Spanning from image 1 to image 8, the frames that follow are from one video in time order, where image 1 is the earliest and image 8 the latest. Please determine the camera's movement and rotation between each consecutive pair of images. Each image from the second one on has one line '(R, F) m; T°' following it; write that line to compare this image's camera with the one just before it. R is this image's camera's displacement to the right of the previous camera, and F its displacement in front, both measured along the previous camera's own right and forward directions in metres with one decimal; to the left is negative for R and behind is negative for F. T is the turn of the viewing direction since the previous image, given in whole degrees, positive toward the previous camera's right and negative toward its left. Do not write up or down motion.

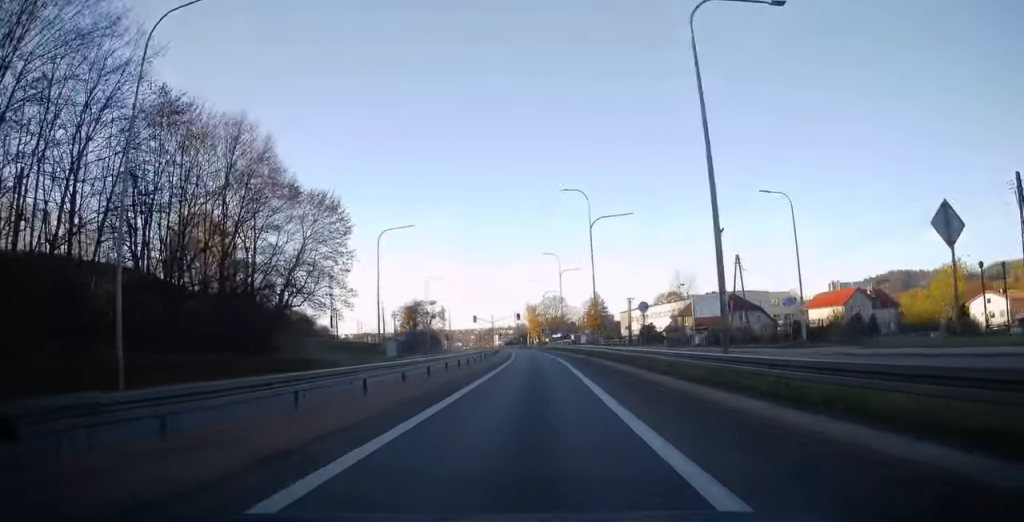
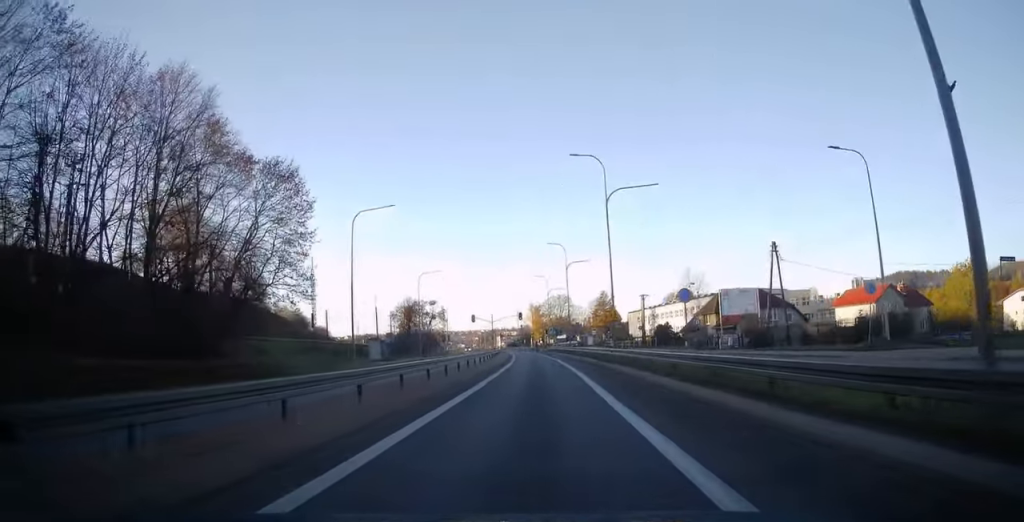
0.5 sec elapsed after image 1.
(+0.1, +9.0) m; -1°
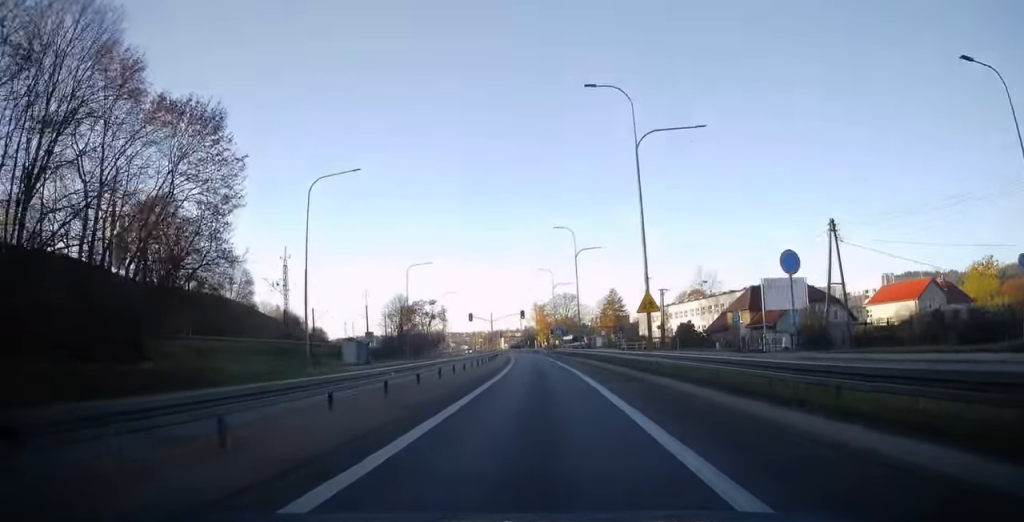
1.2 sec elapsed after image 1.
(-0.1, +10.4) m; -1°
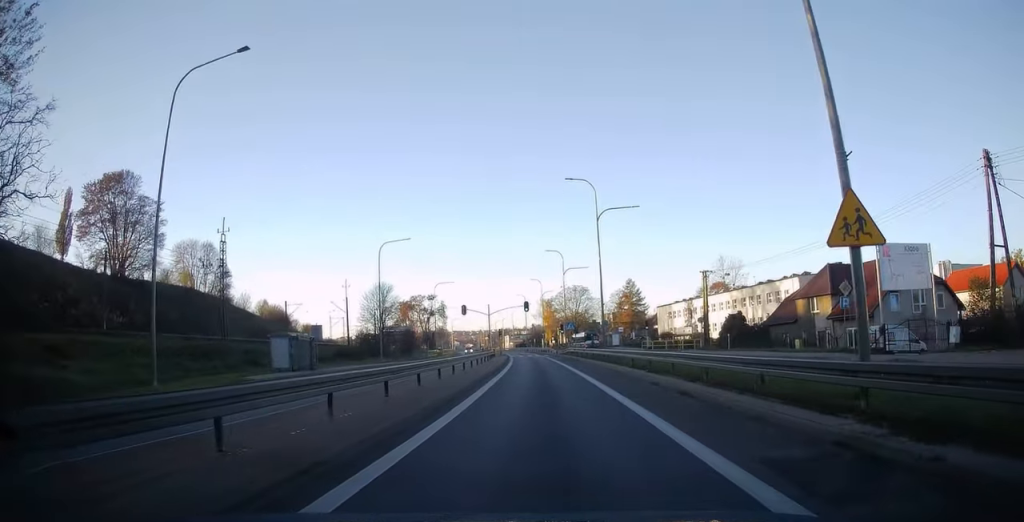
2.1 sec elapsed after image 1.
(-0.2, +16.6) m; 0°
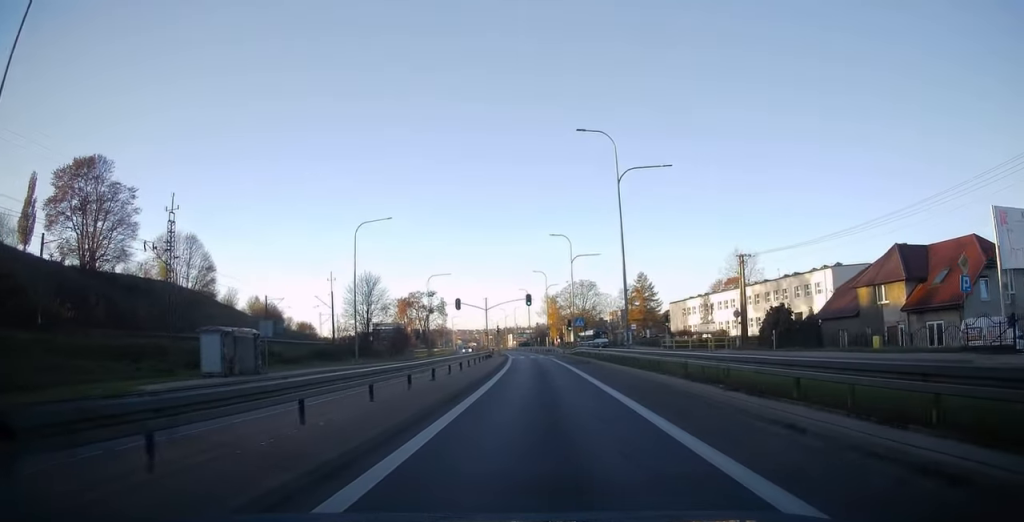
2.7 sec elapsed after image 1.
(+0.2, +9.5) m; 0°
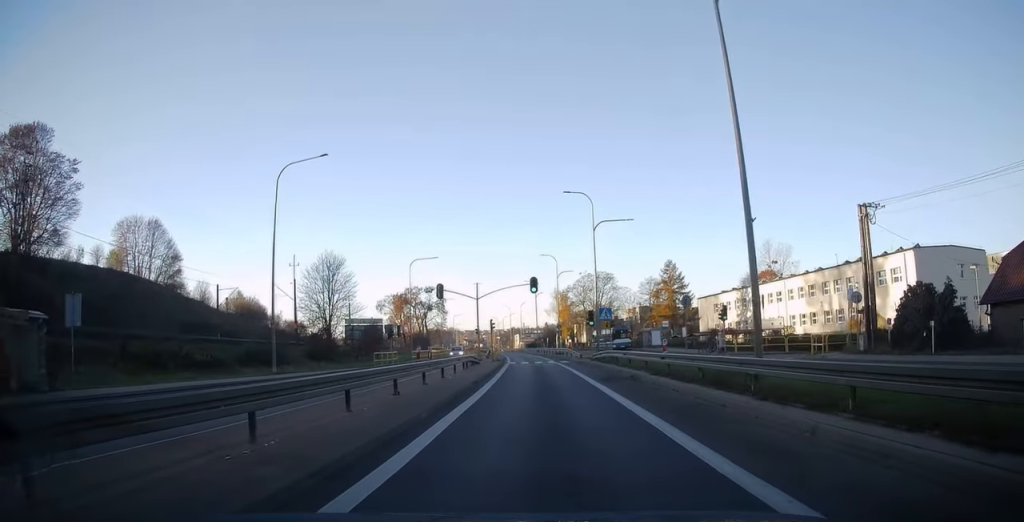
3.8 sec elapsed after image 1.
(-0.3, +17.9) m; -1°
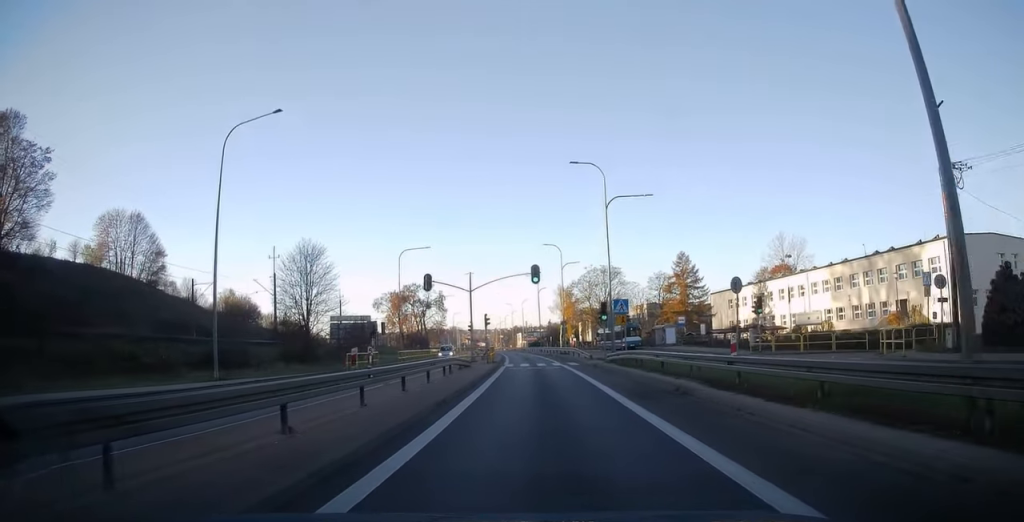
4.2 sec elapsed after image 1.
(-0.1, +7.0) m; 0°
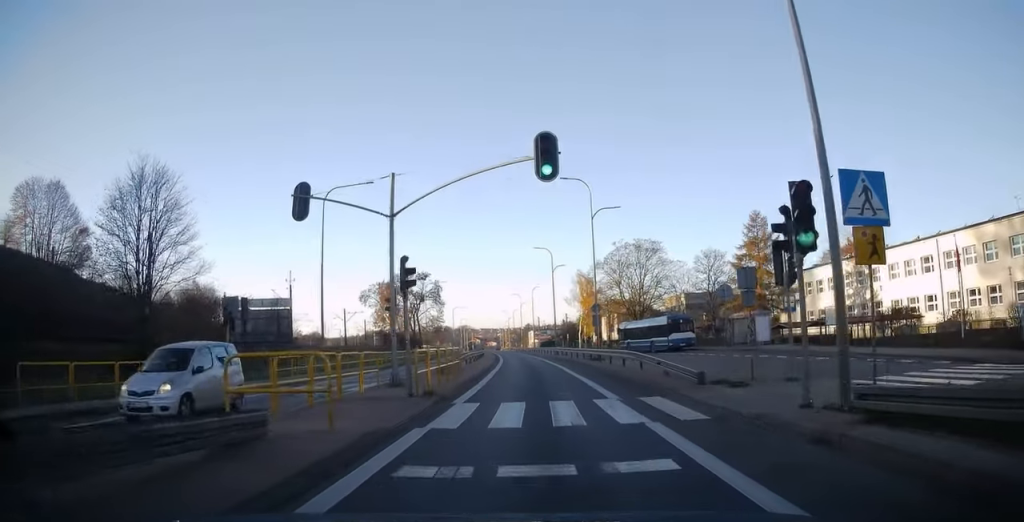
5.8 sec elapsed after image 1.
(-0.2, +27.1) m; -1°
